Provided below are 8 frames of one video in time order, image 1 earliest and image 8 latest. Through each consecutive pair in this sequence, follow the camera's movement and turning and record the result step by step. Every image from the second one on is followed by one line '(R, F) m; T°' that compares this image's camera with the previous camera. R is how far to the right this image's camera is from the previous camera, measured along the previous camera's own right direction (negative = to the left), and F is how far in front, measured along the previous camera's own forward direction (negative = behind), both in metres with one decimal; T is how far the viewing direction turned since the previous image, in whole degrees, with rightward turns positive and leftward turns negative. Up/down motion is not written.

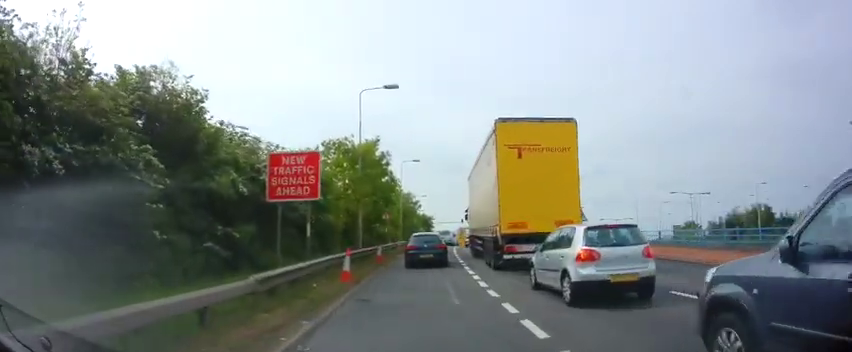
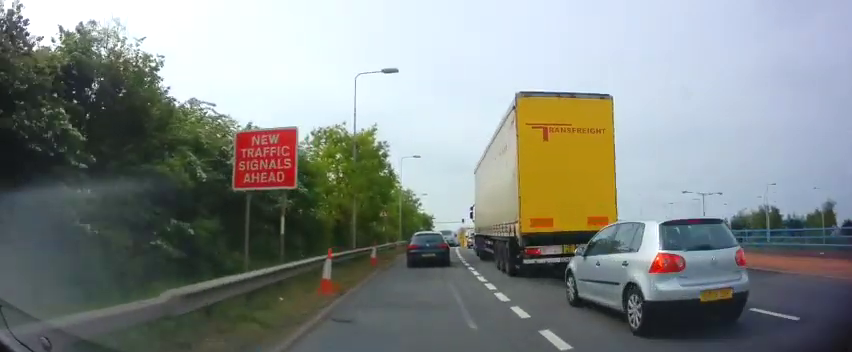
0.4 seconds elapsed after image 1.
(0.0, +2.8) m; 0°
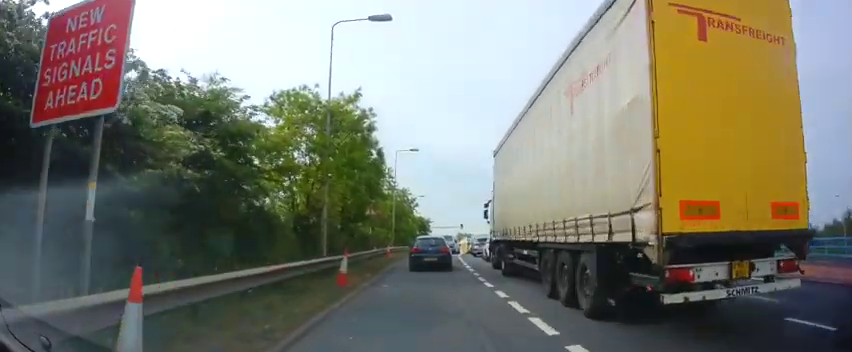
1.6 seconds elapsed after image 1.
(0.0, +6.9) m; +1°
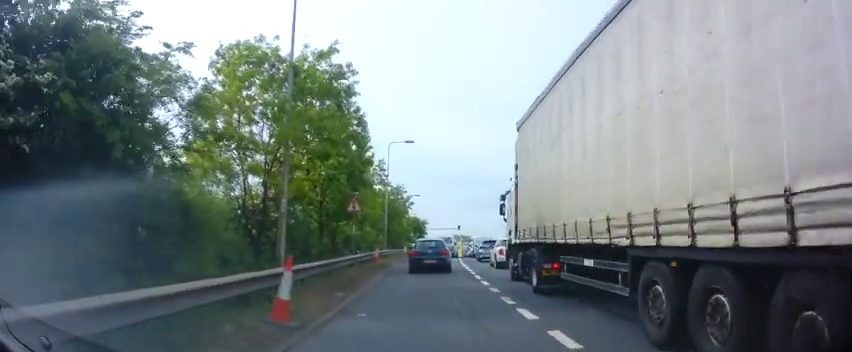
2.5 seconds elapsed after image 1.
(+0.1, +4.8) m; +2°
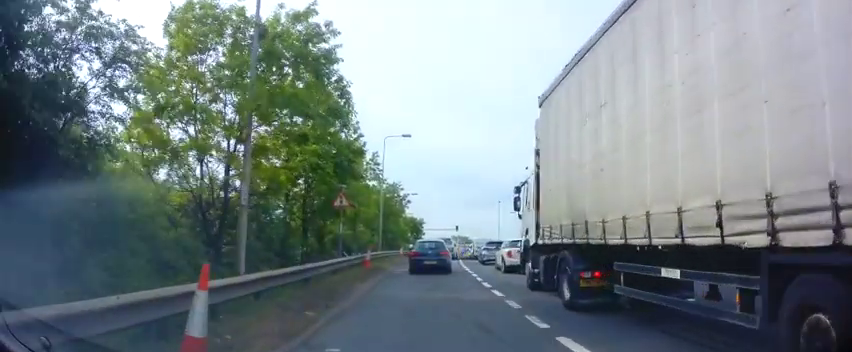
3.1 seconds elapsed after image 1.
(0.0, +2.6) m; +2°
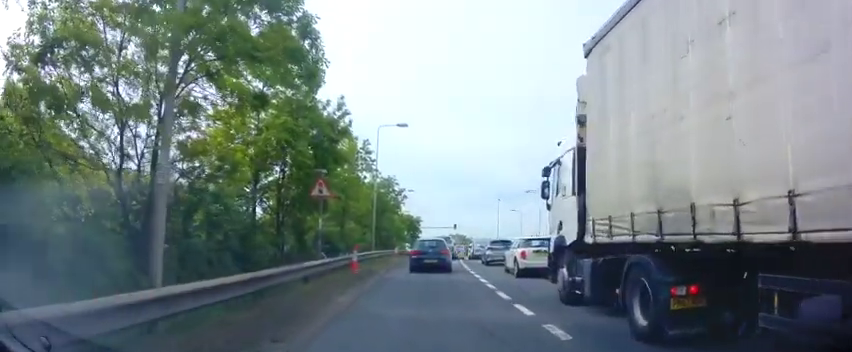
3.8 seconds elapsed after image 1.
(+0.1, +3.1) m; +2°
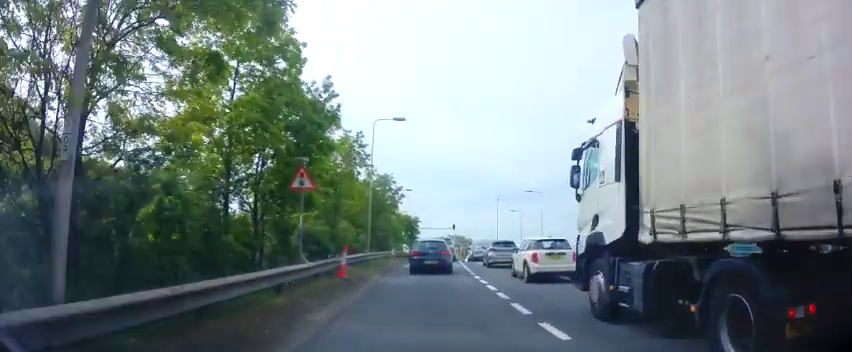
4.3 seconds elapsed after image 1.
(+0.1, +2.0) m; 0°
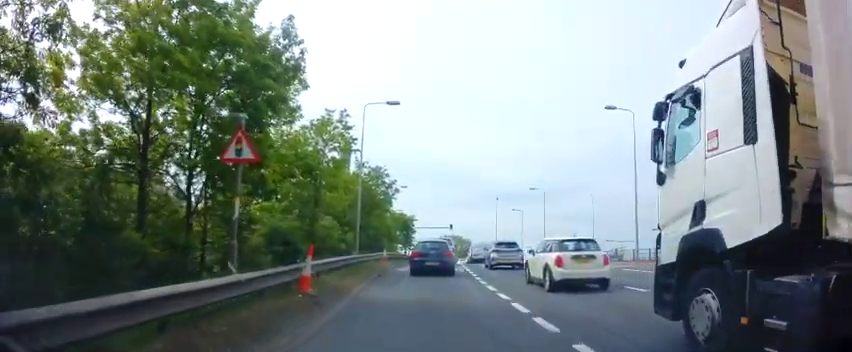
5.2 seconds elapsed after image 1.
(-0.1, +3.9) m; -2°
